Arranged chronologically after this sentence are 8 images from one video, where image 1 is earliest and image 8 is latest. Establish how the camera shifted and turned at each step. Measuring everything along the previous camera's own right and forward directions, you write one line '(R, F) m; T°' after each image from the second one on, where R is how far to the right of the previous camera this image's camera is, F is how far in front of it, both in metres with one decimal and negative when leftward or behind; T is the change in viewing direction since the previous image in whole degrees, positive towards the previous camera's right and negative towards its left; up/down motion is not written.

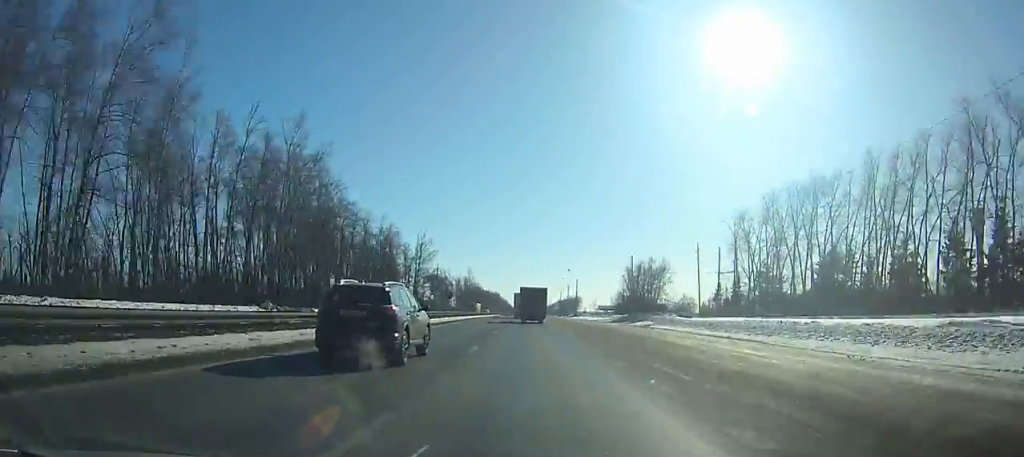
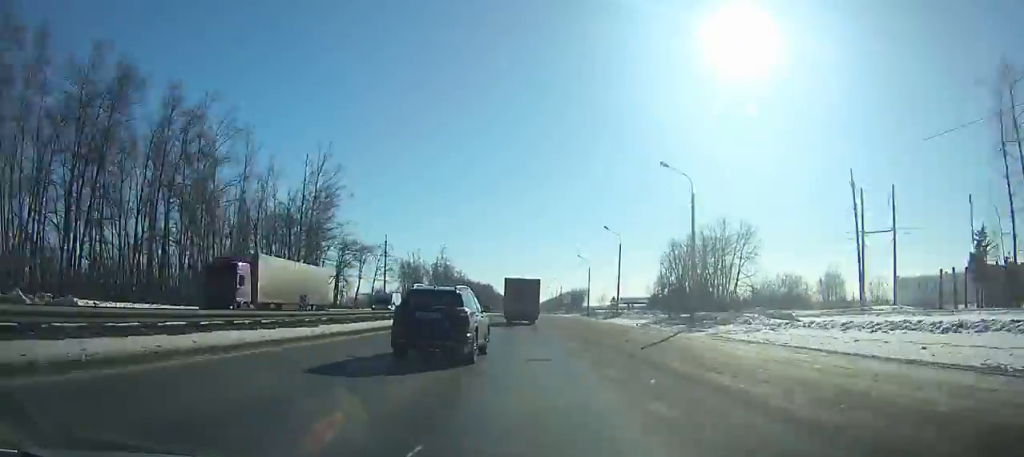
(-0.4, +85.2) m; 0°
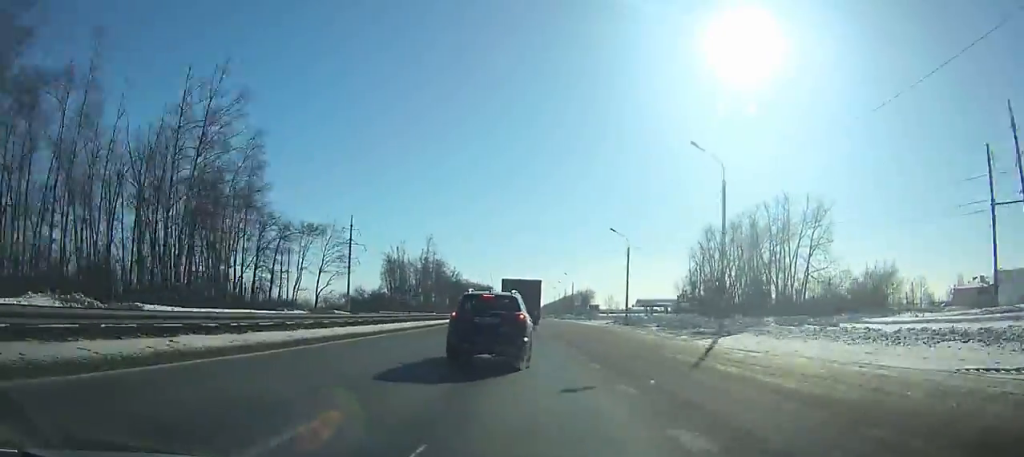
(0.0, +34.4) m; 0°
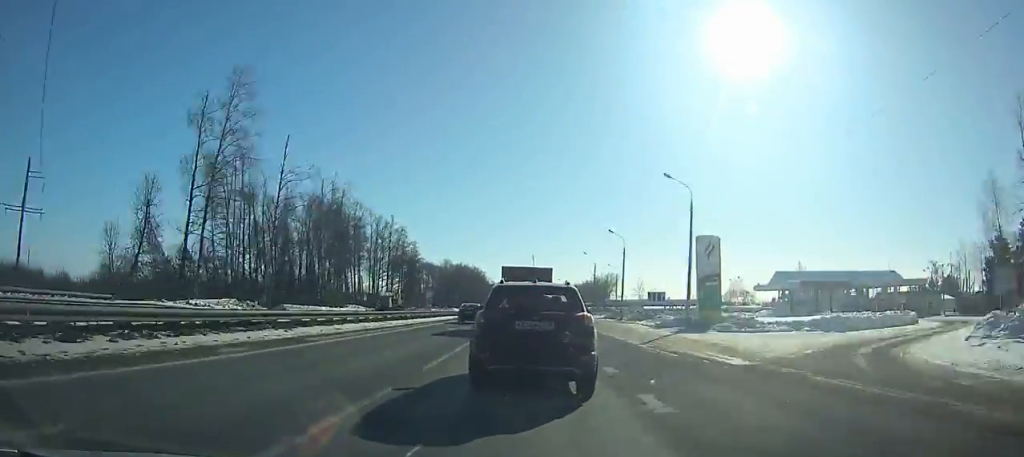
(-0.3, +121.9) m; 0°
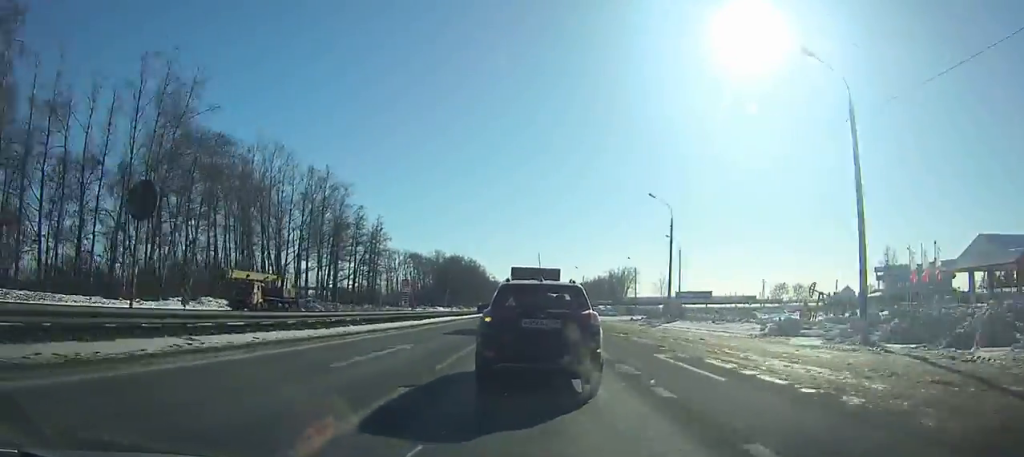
(+0.1, +49.6) m; -1°
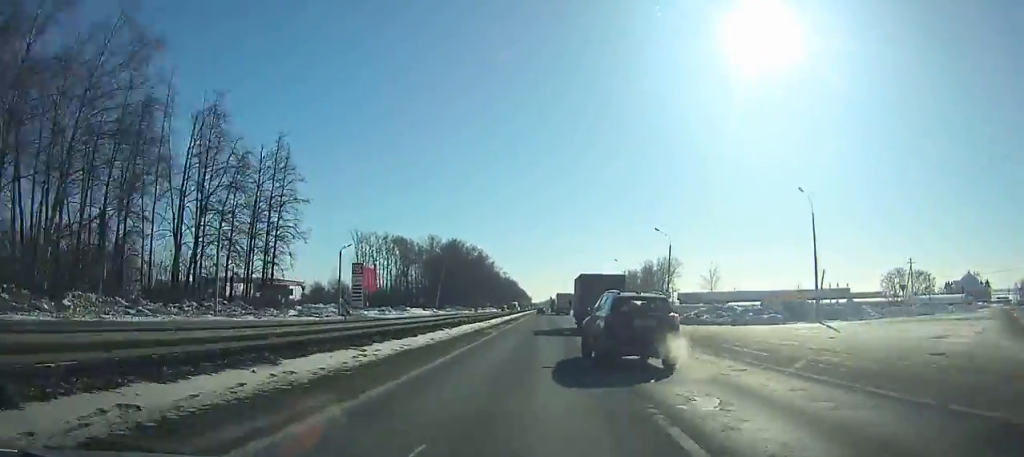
(-1.5, +64.0) m; 0°
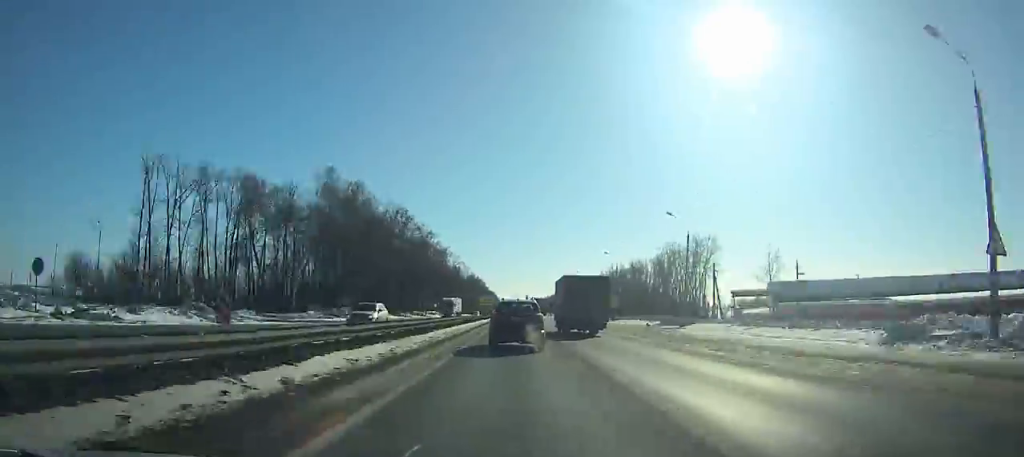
(+2.2, +89.3) m; +2°
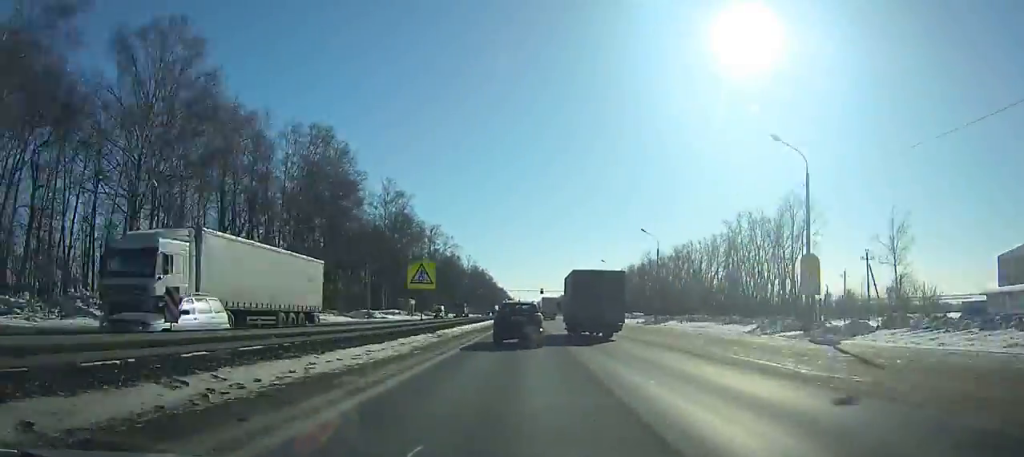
(+0.3, +55.4) m; 0°
